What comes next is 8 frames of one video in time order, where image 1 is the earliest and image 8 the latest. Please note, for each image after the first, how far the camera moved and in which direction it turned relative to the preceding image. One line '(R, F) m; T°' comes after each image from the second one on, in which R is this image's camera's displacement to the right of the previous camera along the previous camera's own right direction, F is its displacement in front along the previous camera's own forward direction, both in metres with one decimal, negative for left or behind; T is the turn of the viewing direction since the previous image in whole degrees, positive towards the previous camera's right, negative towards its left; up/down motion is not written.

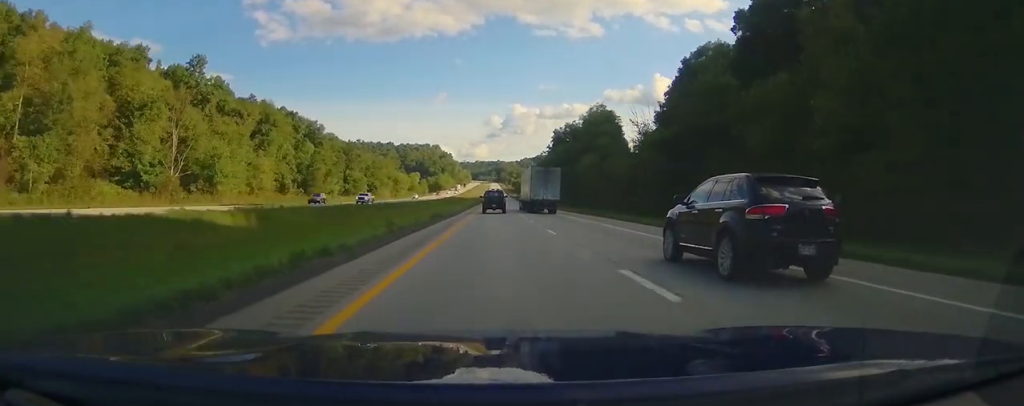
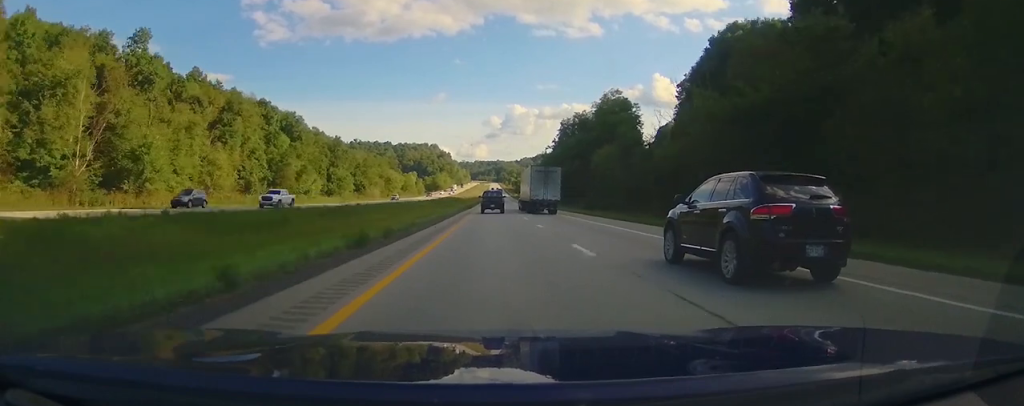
(-0.2, +19.1) m; 0°
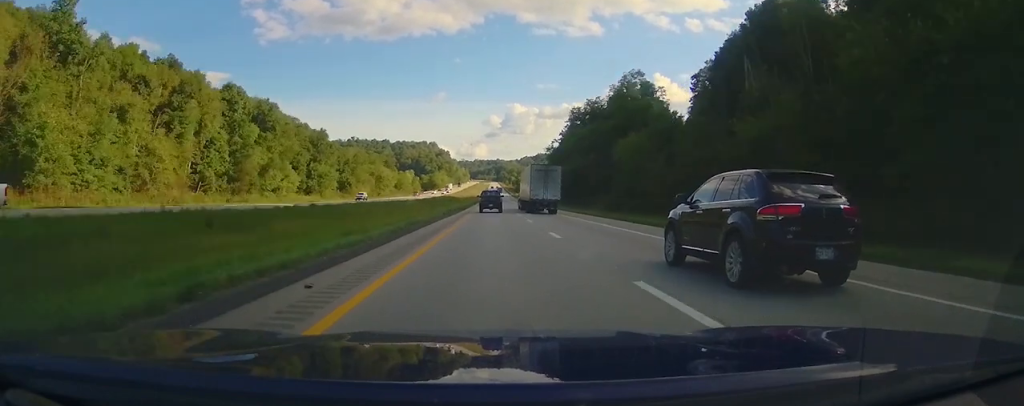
(0.0, +19.2) m; 0°
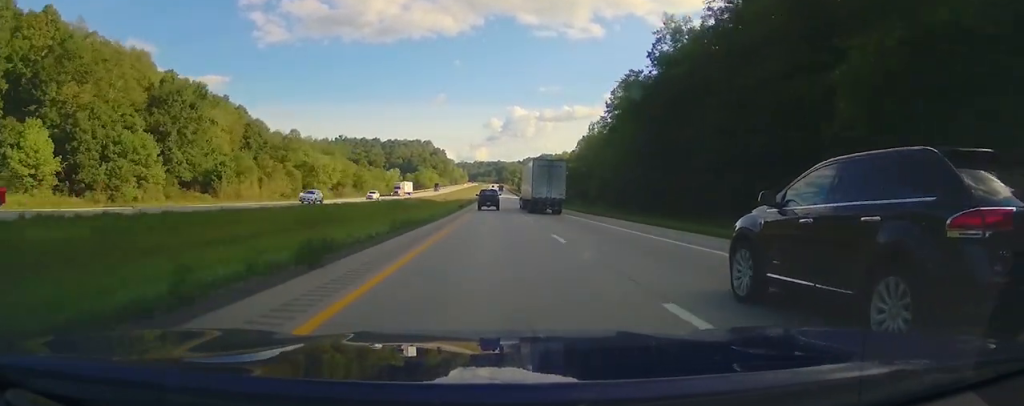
(+0.2, +88.1) m; 0°
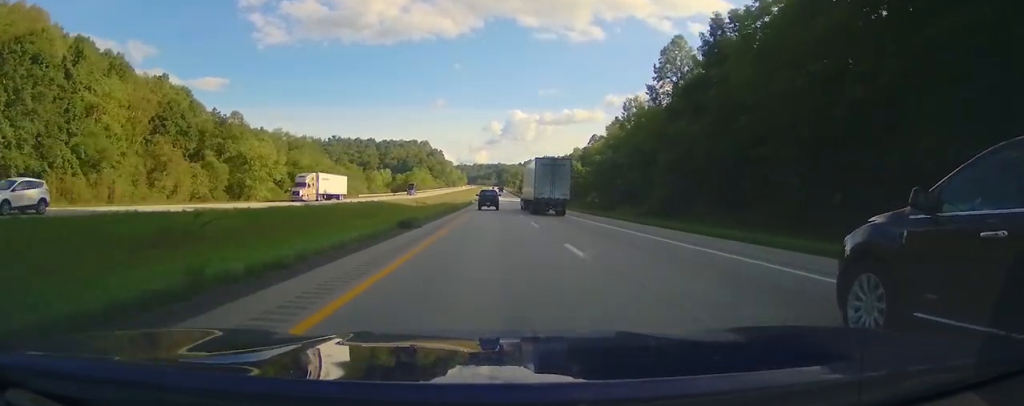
(-0.1, +40.6) m; 0°
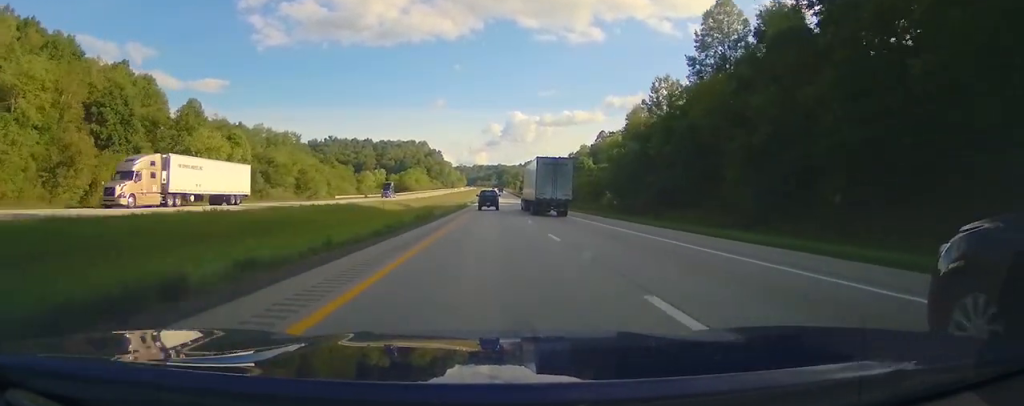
(0.0, +20.2) m; 0°
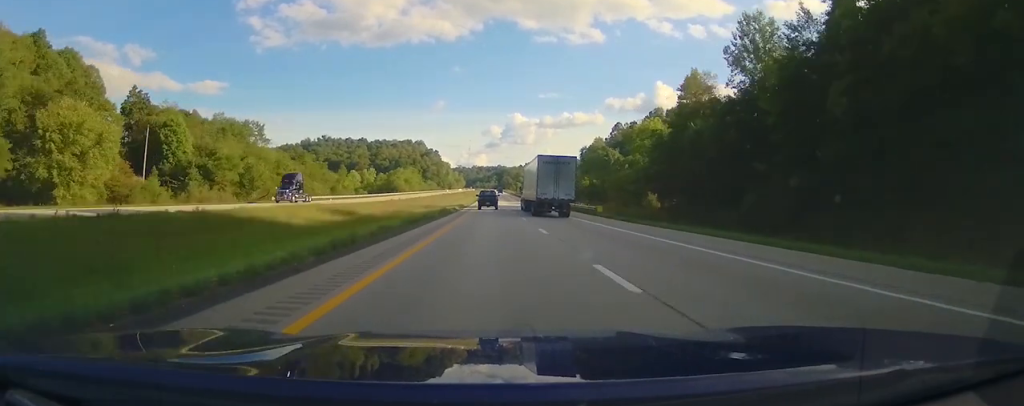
(-0.2, +33.5) m; 0°
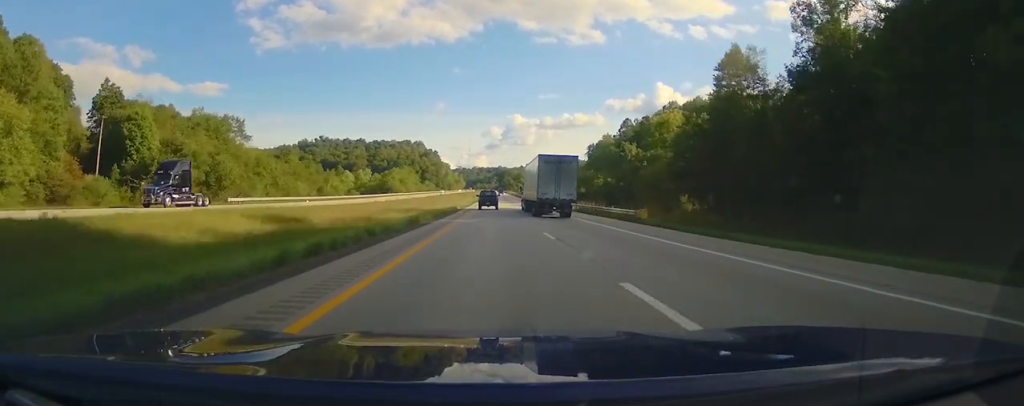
(0.0, +14.5) m; 0°
